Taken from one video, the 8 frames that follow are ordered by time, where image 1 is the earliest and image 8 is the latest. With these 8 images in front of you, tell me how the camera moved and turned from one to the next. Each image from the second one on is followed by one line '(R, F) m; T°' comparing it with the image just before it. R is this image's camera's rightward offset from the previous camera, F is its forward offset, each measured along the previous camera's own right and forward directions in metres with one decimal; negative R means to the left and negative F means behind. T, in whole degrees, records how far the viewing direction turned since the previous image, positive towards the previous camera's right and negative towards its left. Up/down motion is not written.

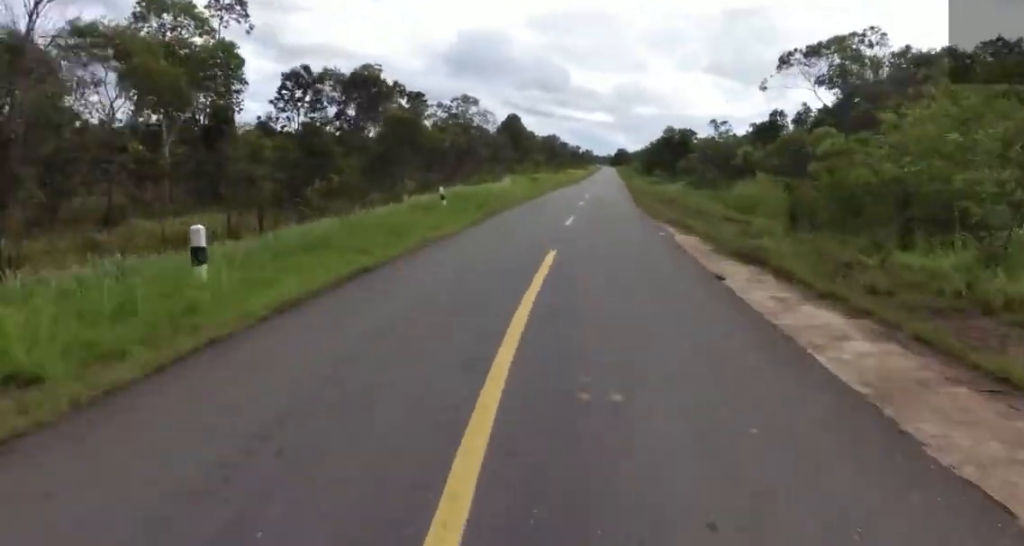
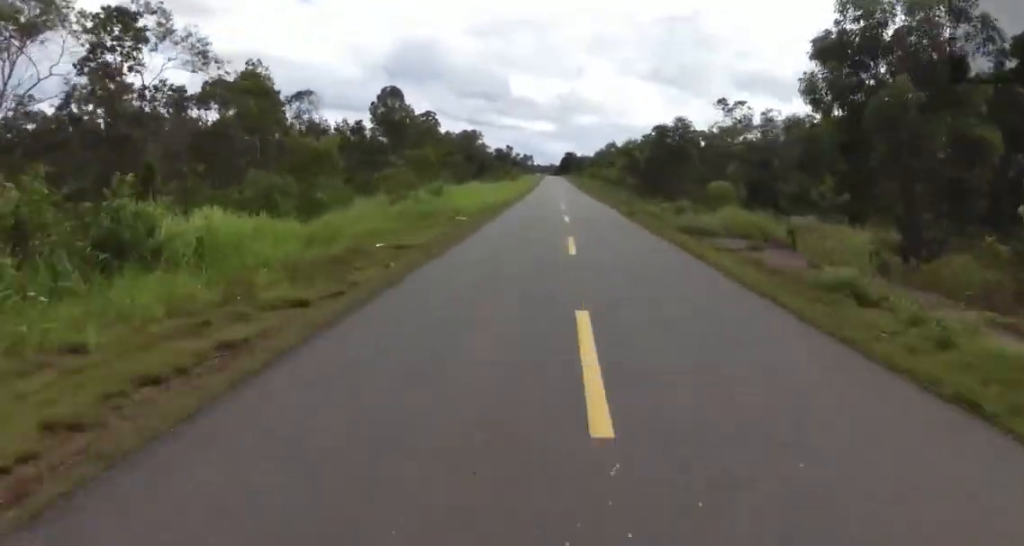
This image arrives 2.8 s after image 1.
(+2.7, +71.2) m; +3°
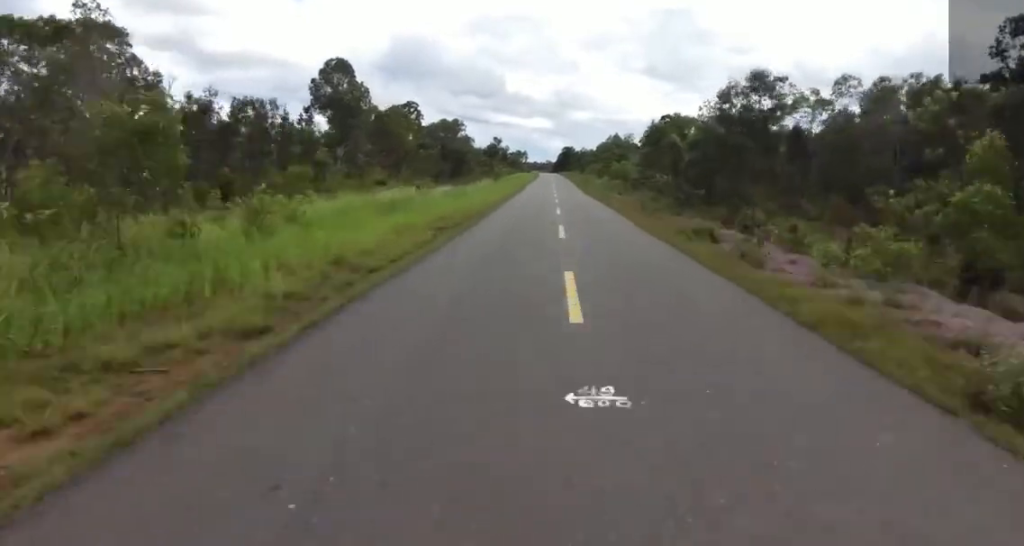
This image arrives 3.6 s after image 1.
(-0.4, +22.2) m; 0°
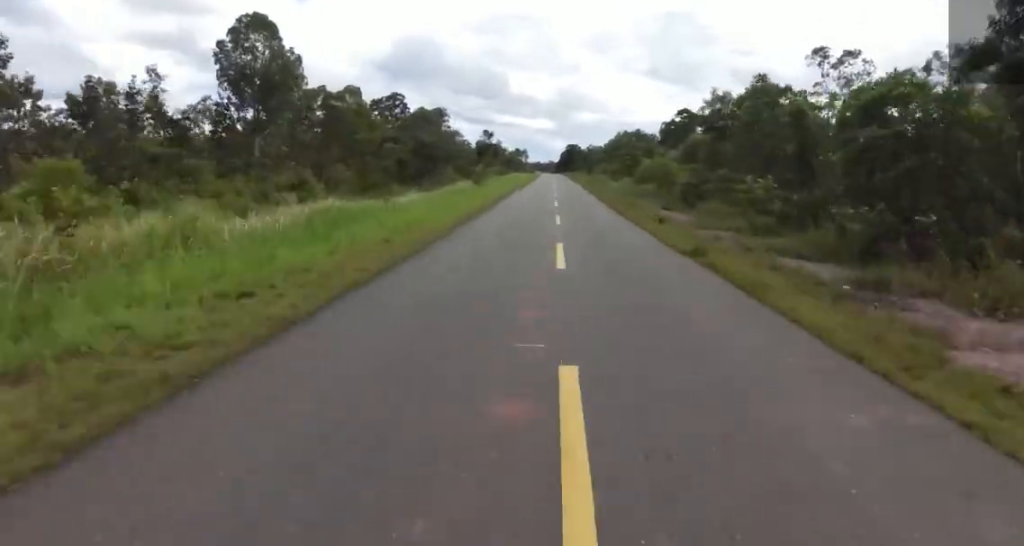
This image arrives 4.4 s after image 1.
(+0.7, +21.6) m; -2°
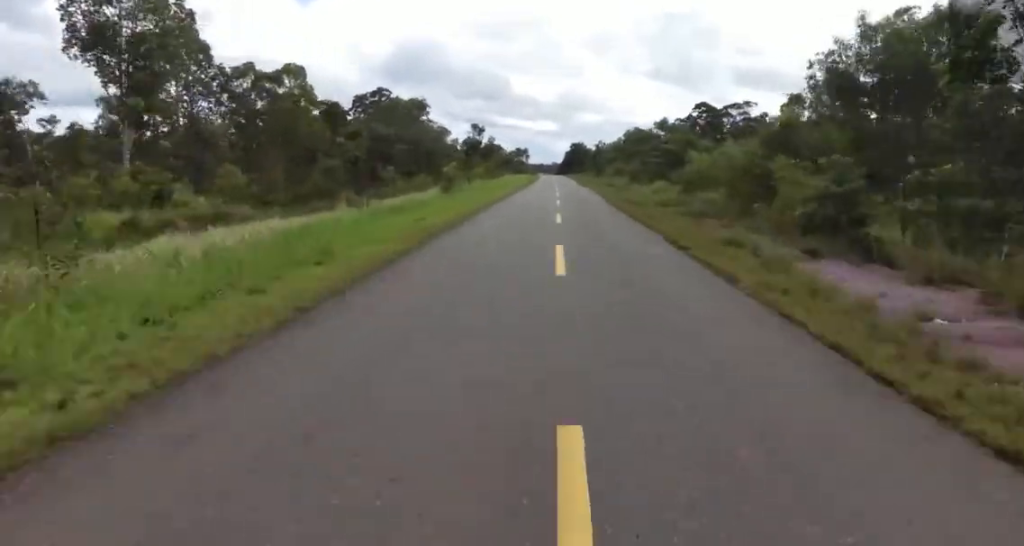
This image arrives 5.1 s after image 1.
(-1.1, +18.0) m; 0°
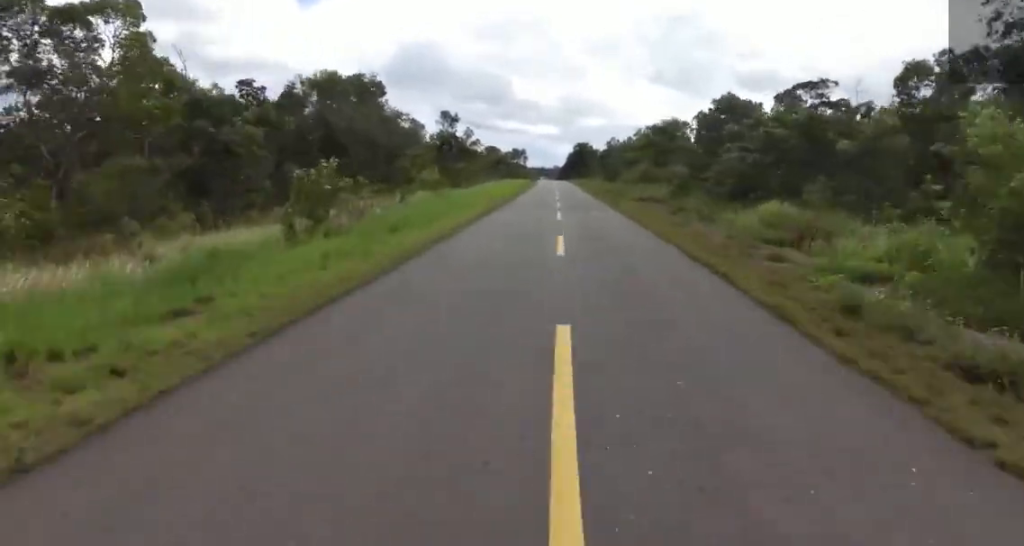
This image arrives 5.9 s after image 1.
(-0.1, +21.6) m; +1°
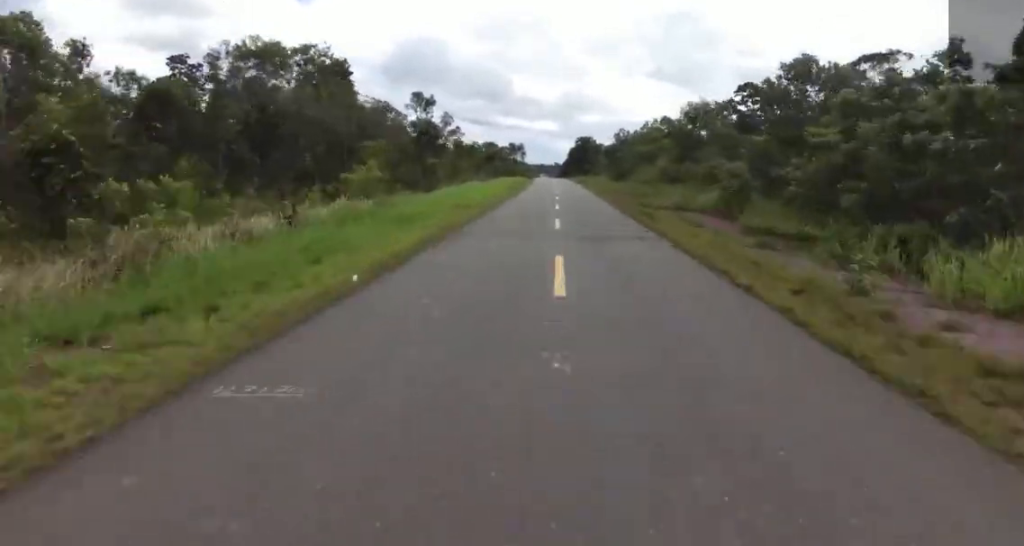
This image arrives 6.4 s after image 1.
(+0.8, +12.7) m; +1°
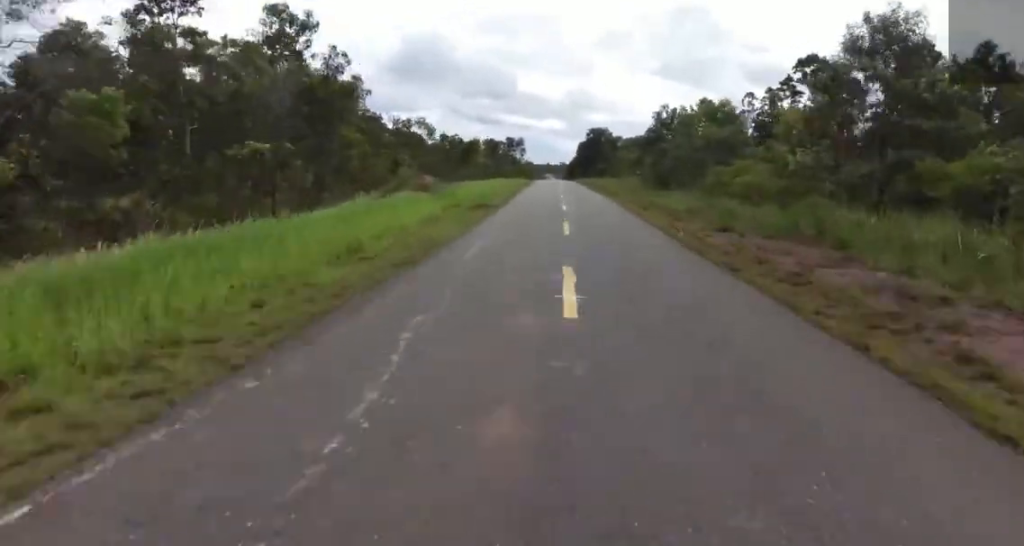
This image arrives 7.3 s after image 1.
(-0.7, +25.4) m; -1°
